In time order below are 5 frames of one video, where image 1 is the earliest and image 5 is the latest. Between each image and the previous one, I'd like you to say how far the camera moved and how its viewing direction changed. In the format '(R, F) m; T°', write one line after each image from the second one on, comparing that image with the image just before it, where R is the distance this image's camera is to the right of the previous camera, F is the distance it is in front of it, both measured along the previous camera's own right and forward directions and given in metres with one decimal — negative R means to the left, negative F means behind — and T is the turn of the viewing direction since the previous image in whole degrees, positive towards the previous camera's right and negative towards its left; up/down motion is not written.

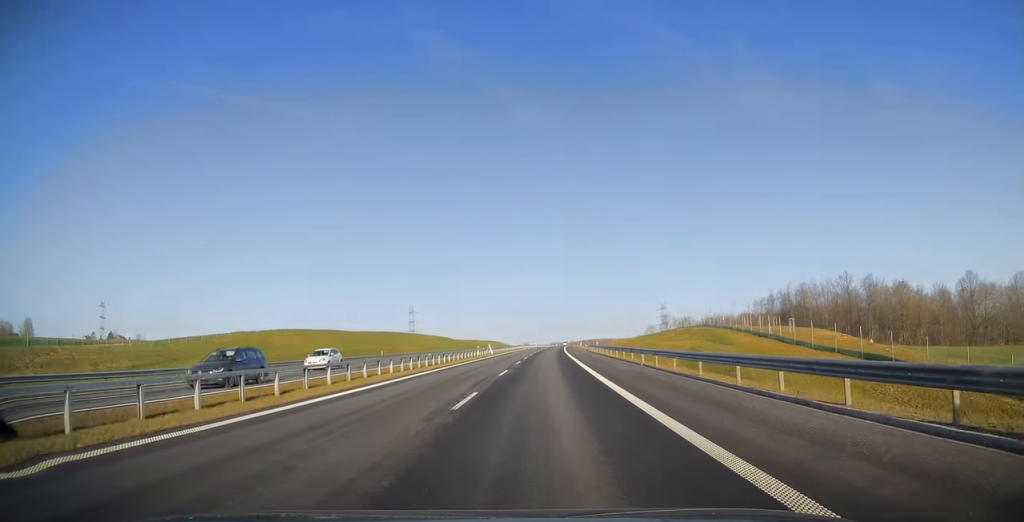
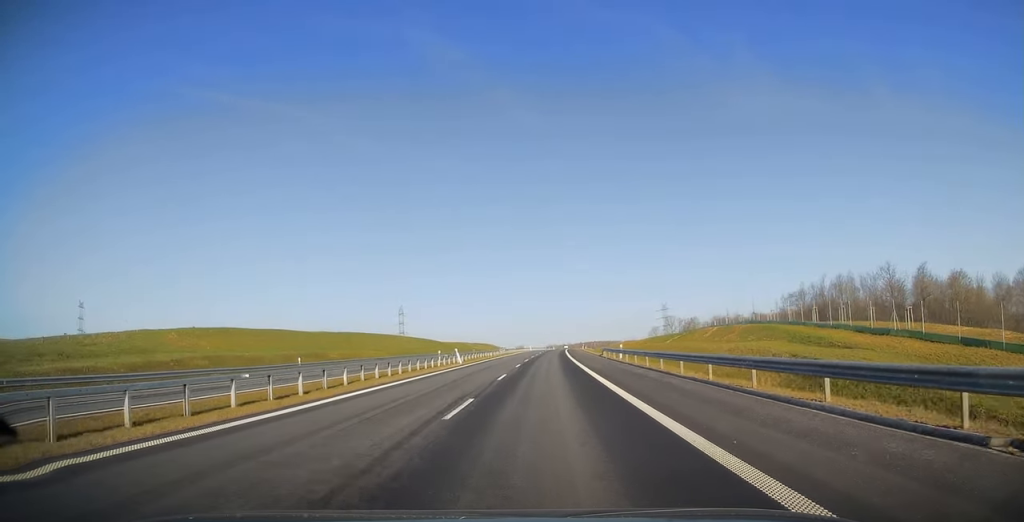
(-0.3, +25.1) m; 0°
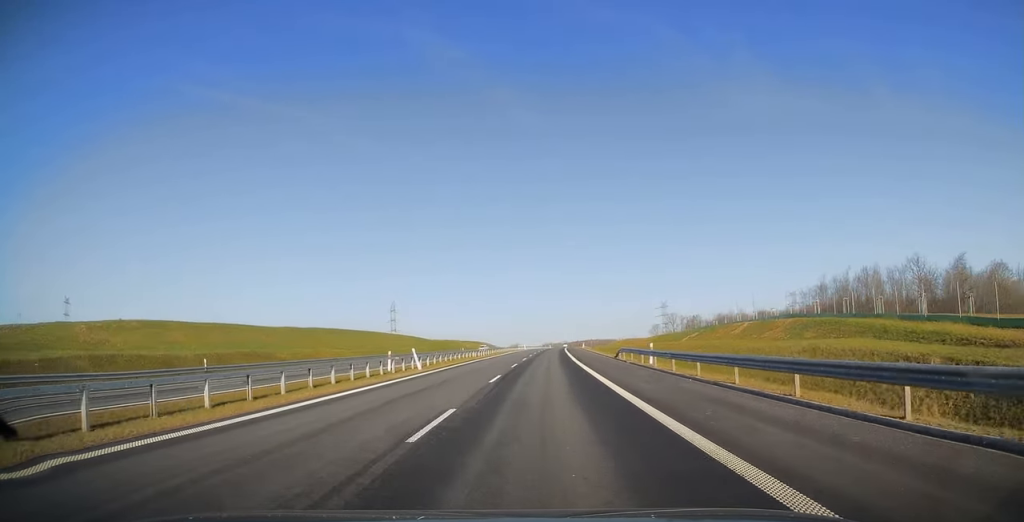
(0.0, +14.7) m; 0°
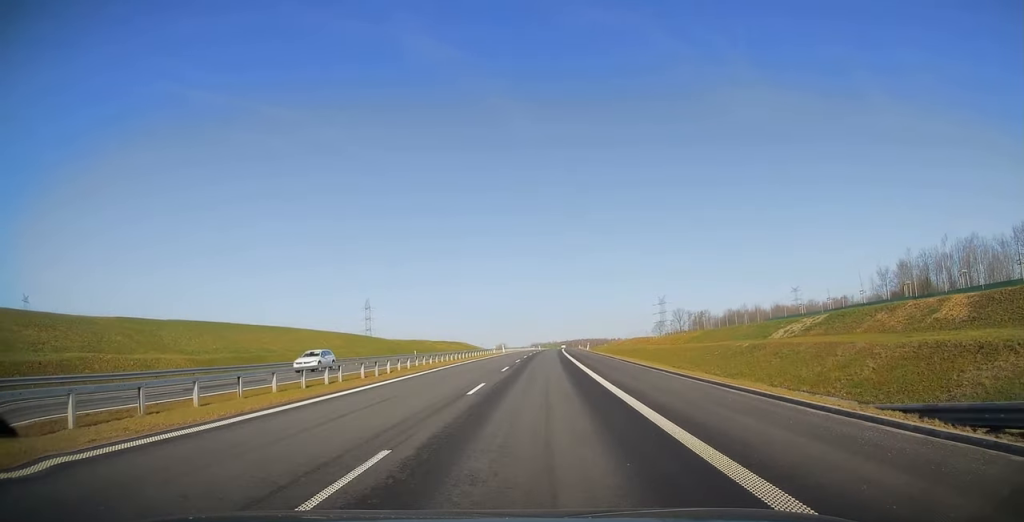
(+0.7, +40.4) m; +2°
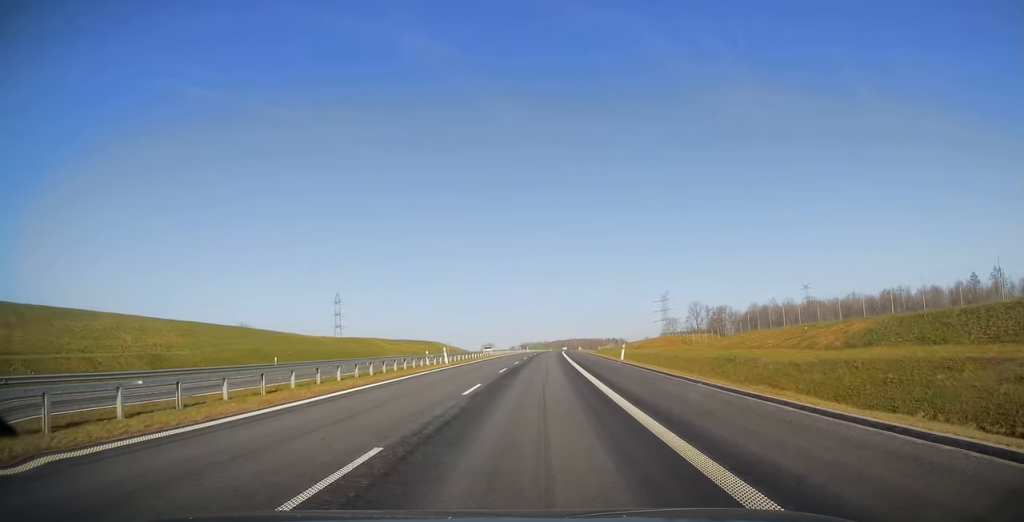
(+0.3, +47.6) m; 0°
